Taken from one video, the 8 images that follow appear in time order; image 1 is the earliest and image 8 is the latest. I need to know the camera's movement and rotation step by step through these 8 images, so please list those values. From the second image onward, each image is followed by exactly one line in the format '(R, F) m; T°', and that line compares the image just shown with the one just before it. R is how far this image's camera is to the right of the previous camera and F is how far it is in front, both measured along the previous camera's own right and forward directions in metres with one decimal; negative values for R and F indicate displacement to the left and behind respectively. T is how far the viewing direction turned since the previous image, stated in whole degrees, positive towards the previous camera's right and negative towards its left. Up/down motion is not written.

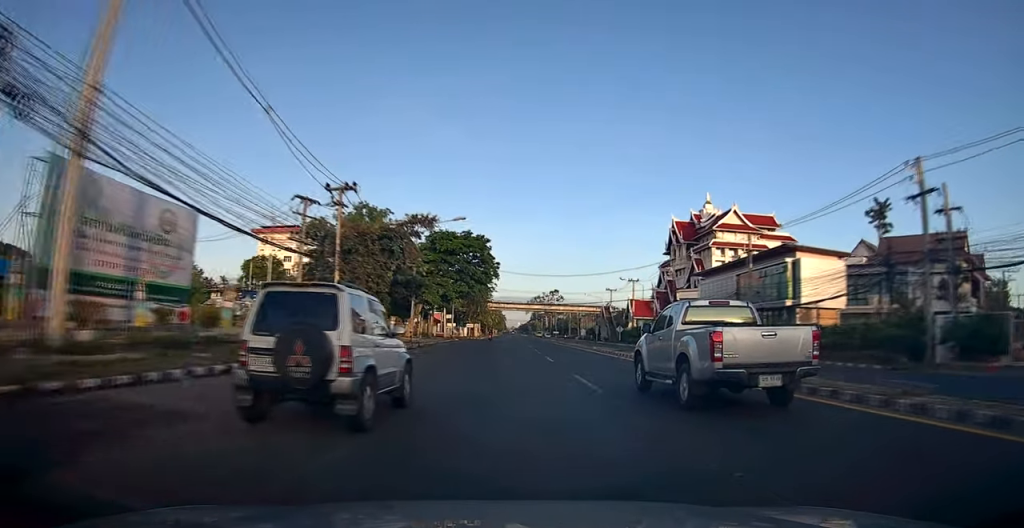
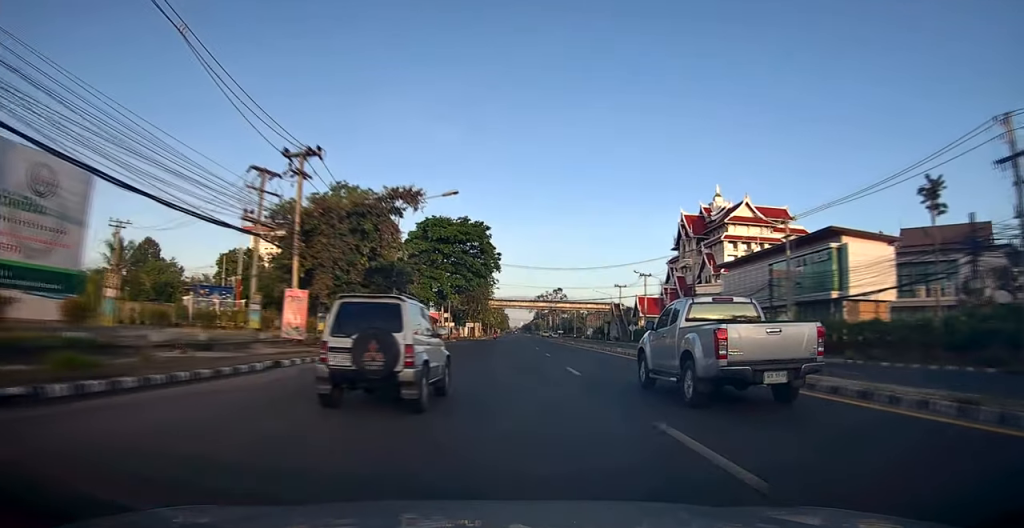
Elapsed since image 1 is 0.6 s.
(-0.3, +7.7) m; +1°
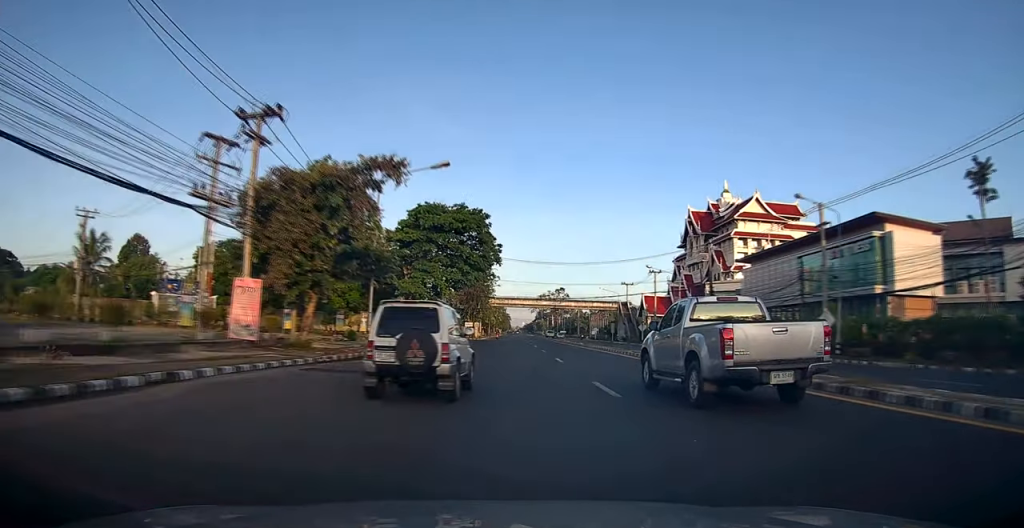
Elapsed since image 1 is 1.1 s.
(+0.2, +5.9) m; 0°
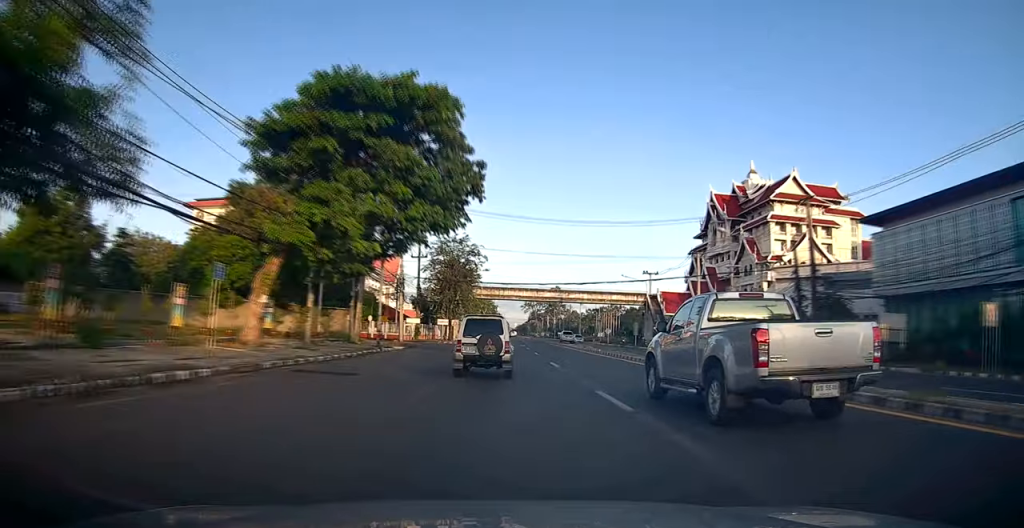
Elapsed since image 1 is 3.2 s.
(+0.3, +25.8) m; +2°
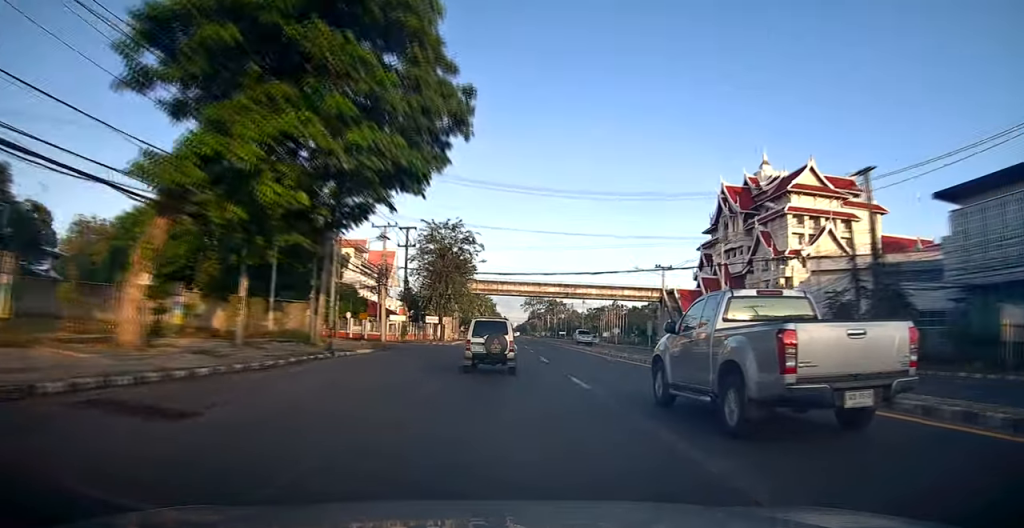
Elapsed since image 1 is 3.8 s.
(+0.3, +8.3) m; 0°
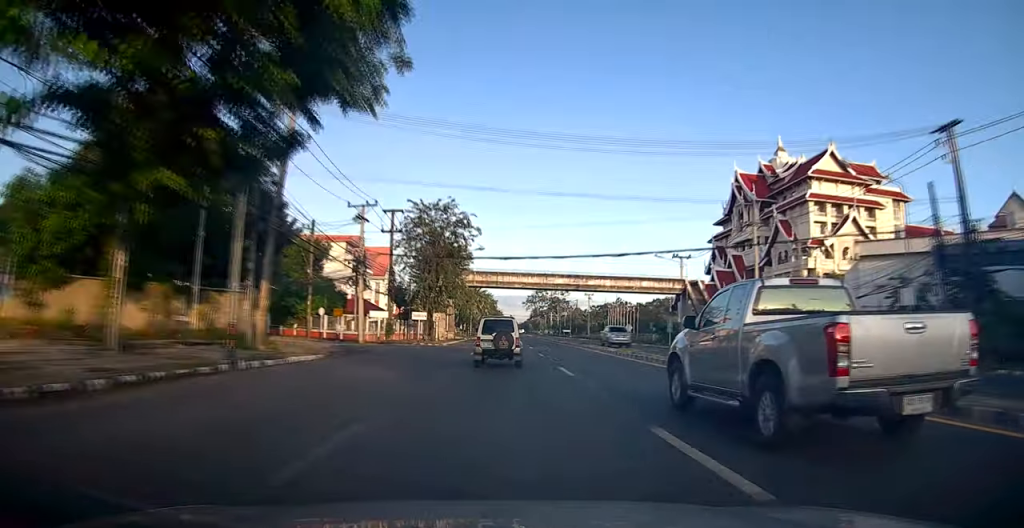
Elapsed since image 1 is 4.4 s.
(-0.2, +8.6) m; -1°
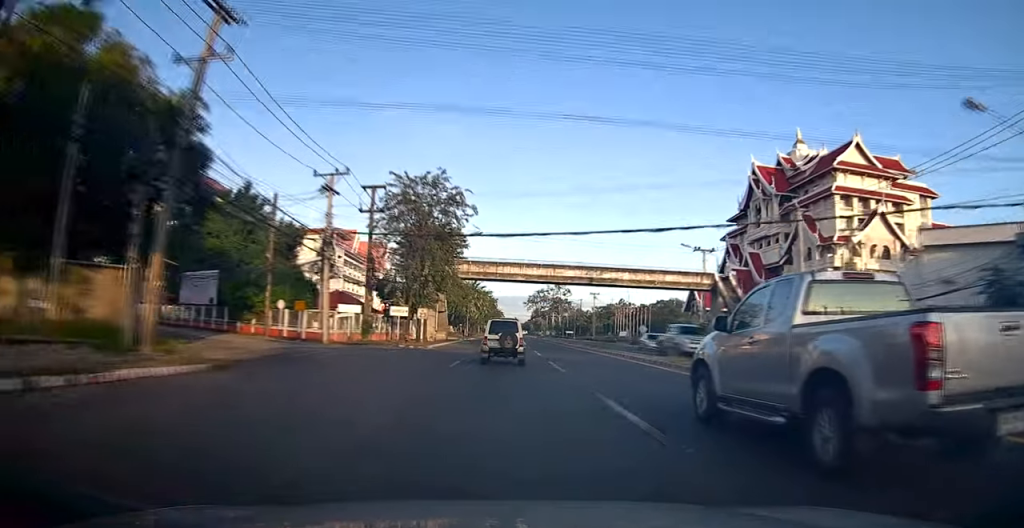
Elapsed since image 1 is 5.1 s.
(-0.1, +8.7) m; 0°
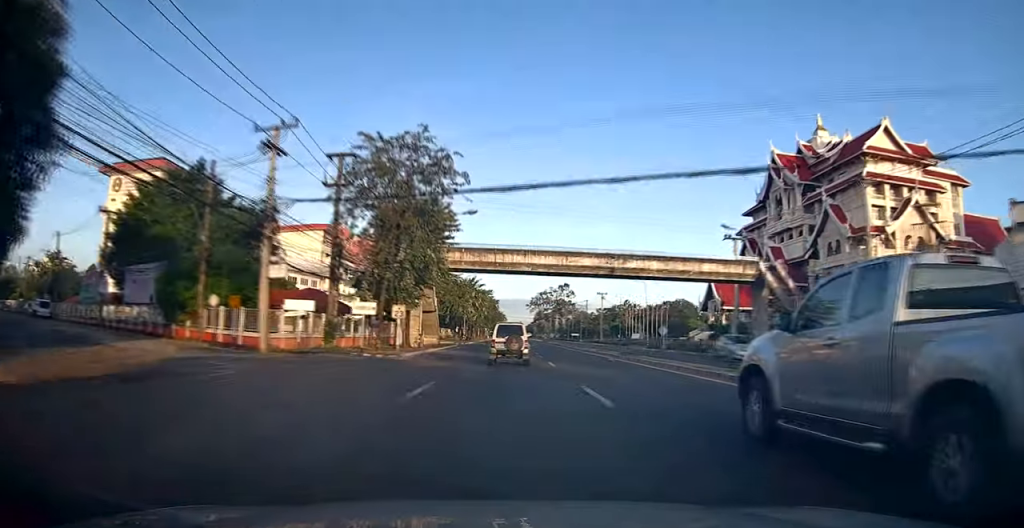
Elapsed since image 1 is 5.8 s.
(-0.1, +9.4) m; 0°
